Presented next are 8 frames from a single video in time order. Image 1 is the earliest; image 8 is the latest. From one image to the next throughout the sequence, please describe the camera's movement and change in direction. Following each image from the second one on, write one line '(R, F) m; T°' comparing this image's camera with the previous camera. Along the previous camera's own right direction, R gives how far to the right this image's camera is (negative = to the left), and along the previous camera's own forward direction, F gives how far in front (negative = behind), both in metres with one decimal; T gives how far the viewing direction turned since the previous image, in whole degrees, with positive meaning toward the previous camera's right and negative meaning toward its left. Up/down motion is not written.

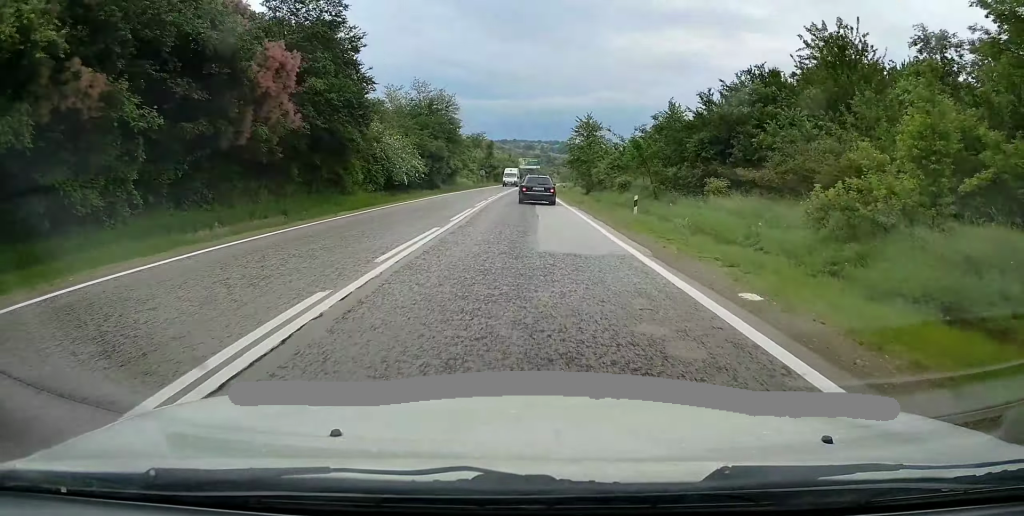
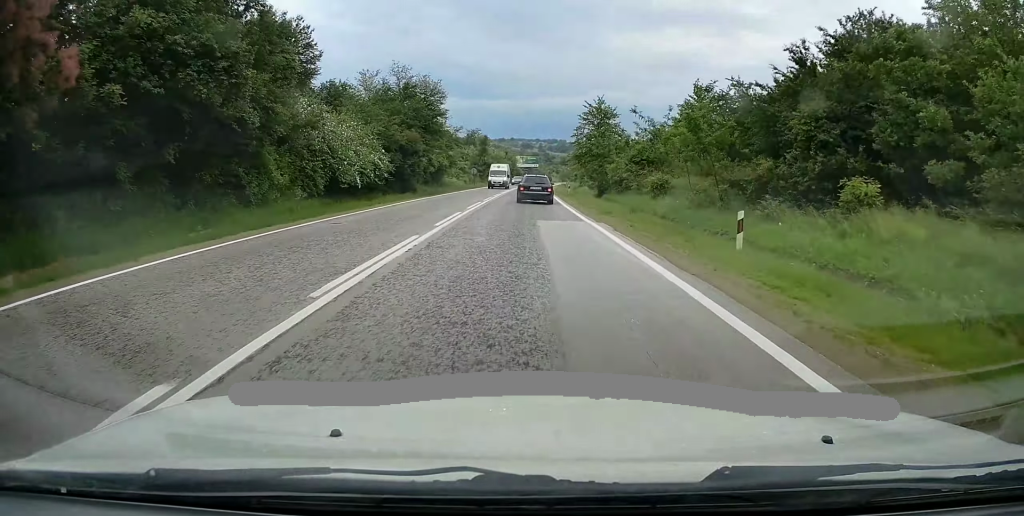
(+0.2, +11.6) m; +1°
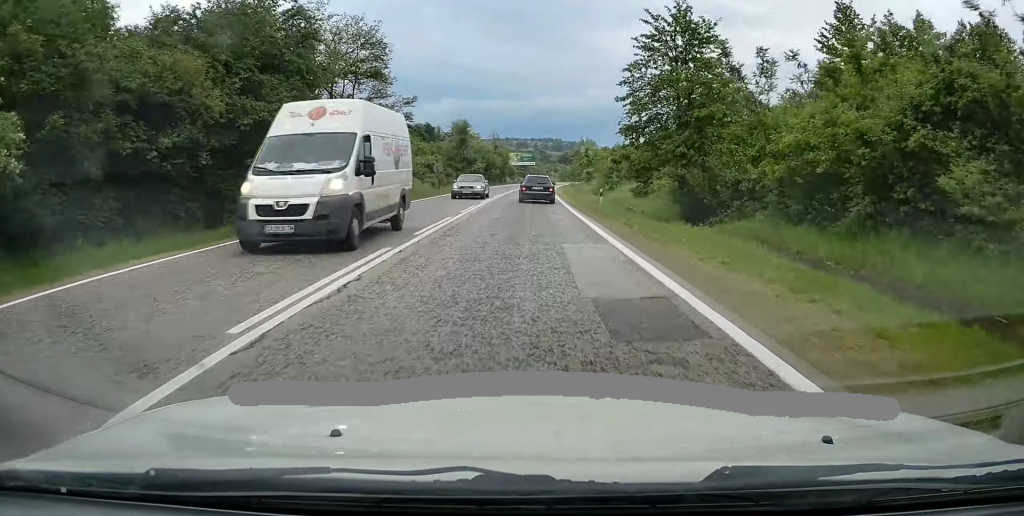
(+0.6, +28.6) m; +1°
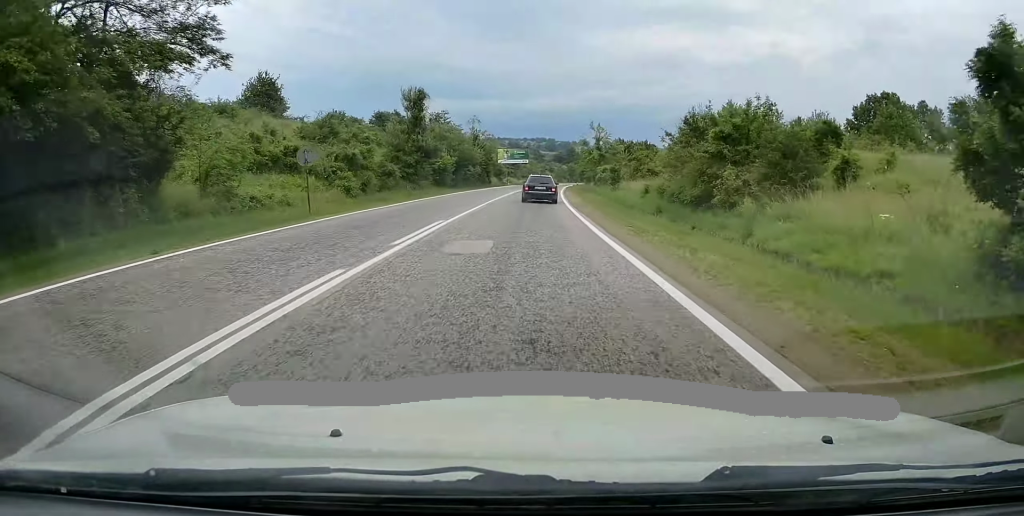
(-0.4, +29.3) m; -1°
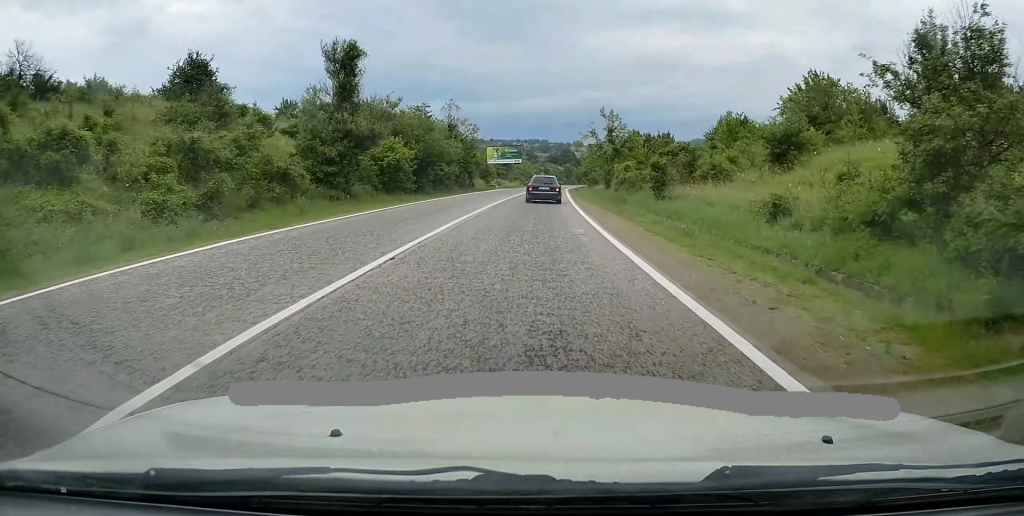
(0.0, +19.3) m; +1°
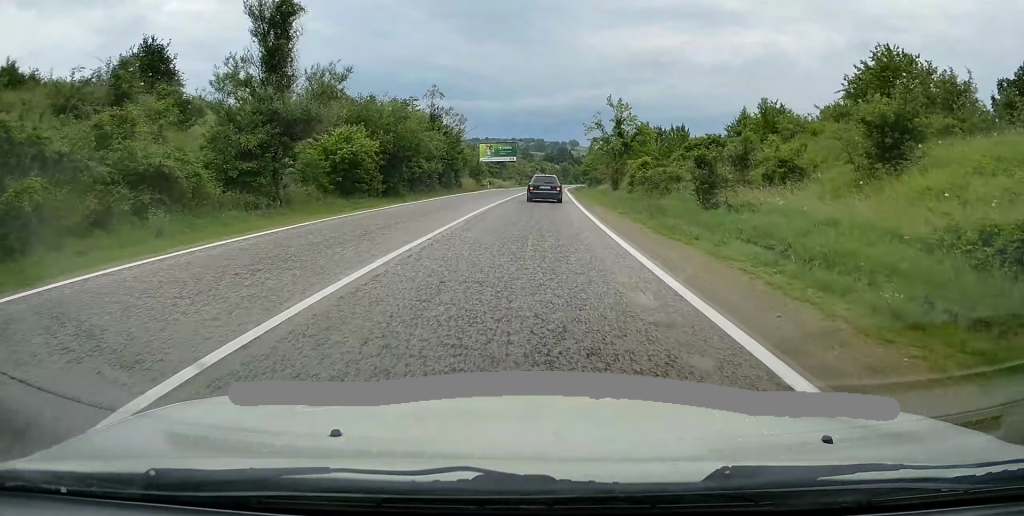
(+0.1, +9.3) m; +1°
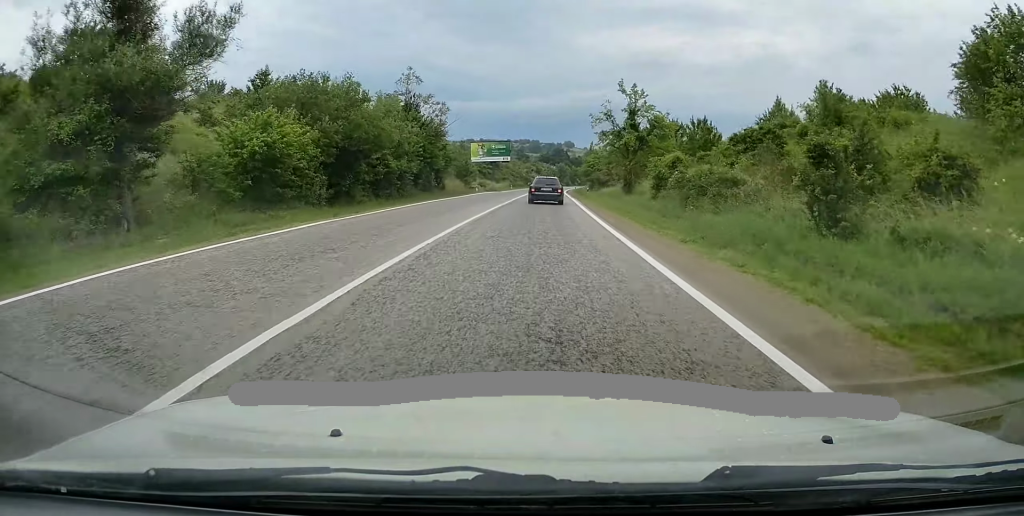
(+0.1, +10.0) m; +1°
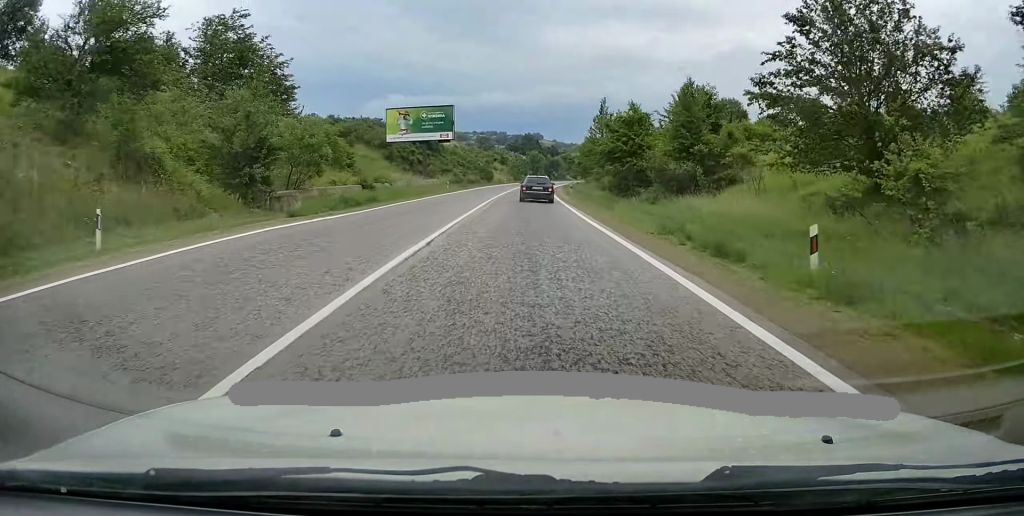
(+0.5, +54.0) m; +2°
